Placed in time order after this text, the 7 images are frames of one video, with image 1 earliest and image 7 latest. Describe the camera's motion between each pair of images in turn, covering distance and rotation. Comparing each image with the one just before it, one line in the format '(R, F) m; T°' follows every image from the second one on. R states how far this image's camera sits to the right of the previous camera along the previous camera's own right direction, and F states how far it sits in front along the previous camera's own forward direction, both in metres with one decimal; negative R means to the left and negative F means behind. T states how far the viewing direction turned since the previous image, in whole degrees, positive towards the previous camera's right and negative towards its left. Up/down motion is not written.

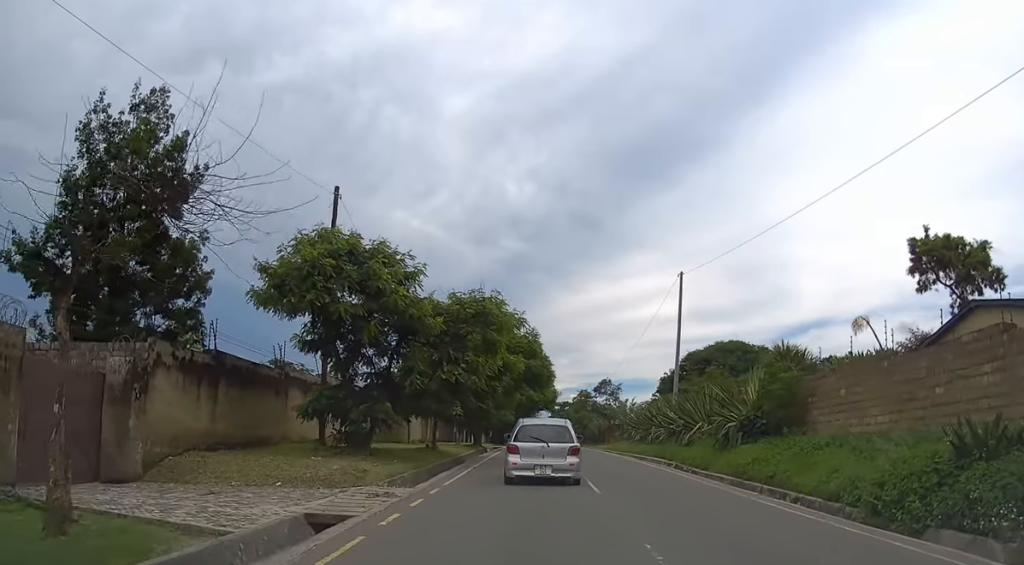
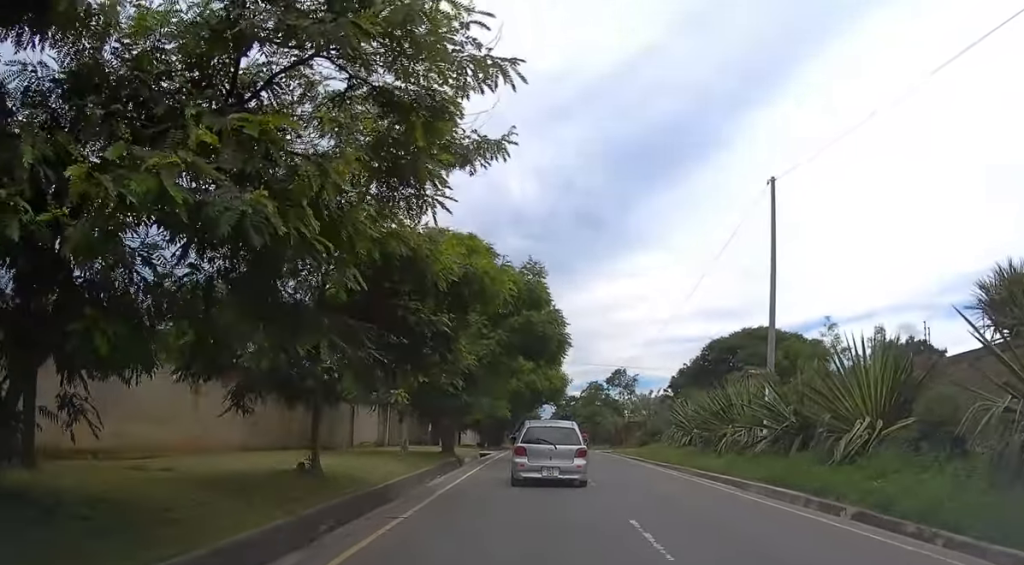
(-0.2, +16.0) m; 0°
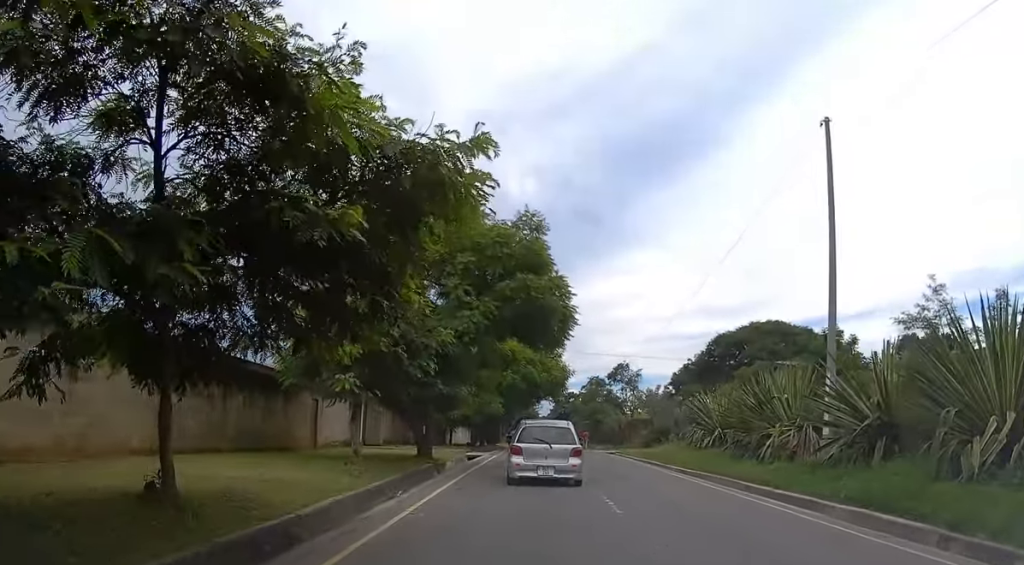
(+0.1, +5.4) m; -1°
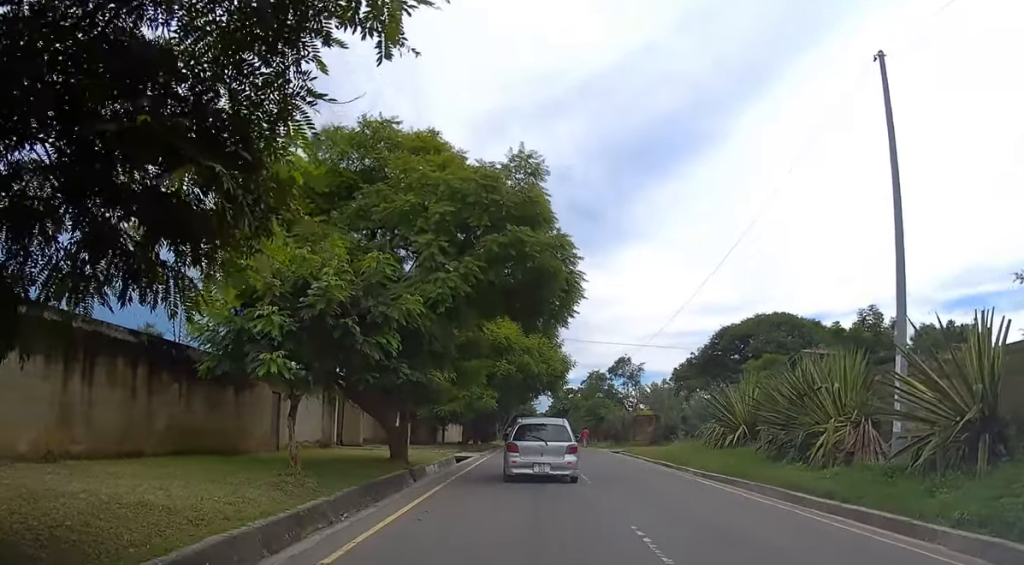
(-0.1, +4.1) m; 0°
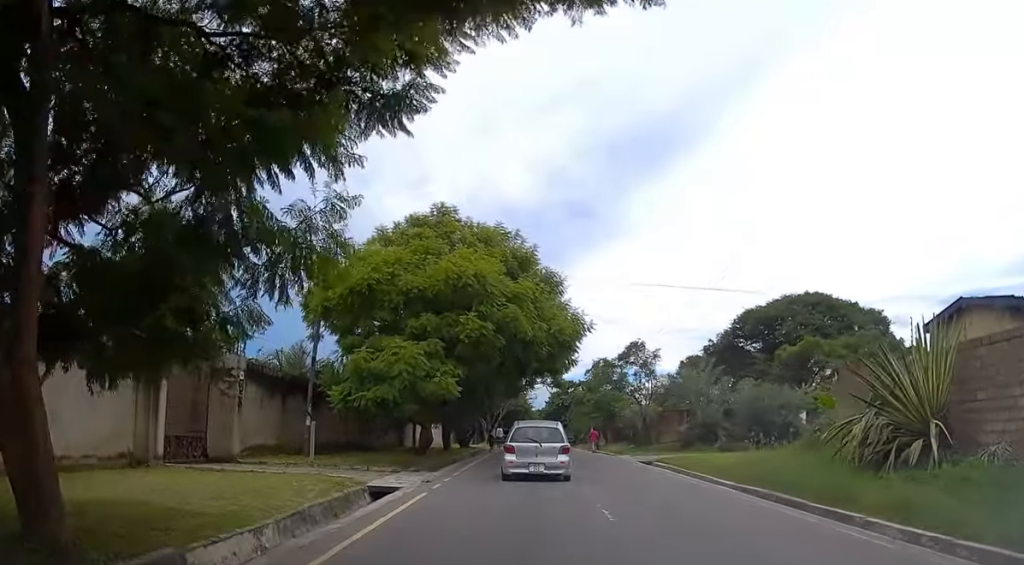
(+0.1, +14.3) m; 0°
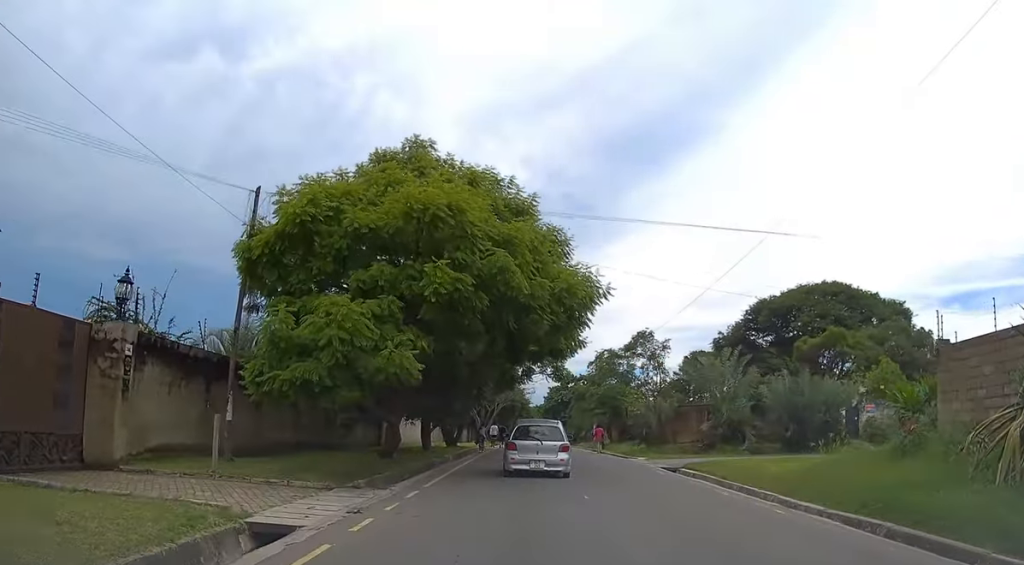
(0.0, +6.1) m; 0°
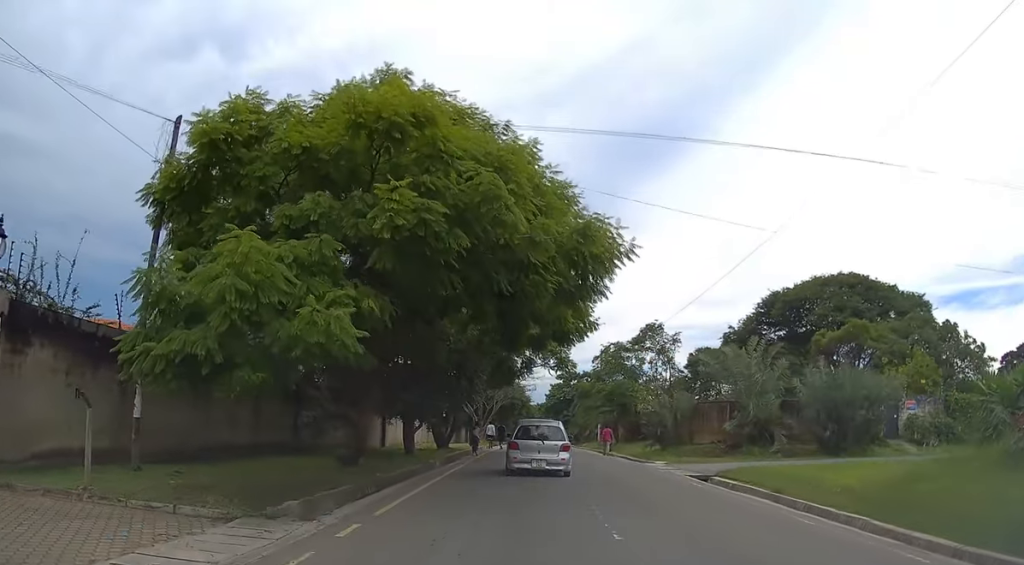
(0.0, +4.3) m; 0°
